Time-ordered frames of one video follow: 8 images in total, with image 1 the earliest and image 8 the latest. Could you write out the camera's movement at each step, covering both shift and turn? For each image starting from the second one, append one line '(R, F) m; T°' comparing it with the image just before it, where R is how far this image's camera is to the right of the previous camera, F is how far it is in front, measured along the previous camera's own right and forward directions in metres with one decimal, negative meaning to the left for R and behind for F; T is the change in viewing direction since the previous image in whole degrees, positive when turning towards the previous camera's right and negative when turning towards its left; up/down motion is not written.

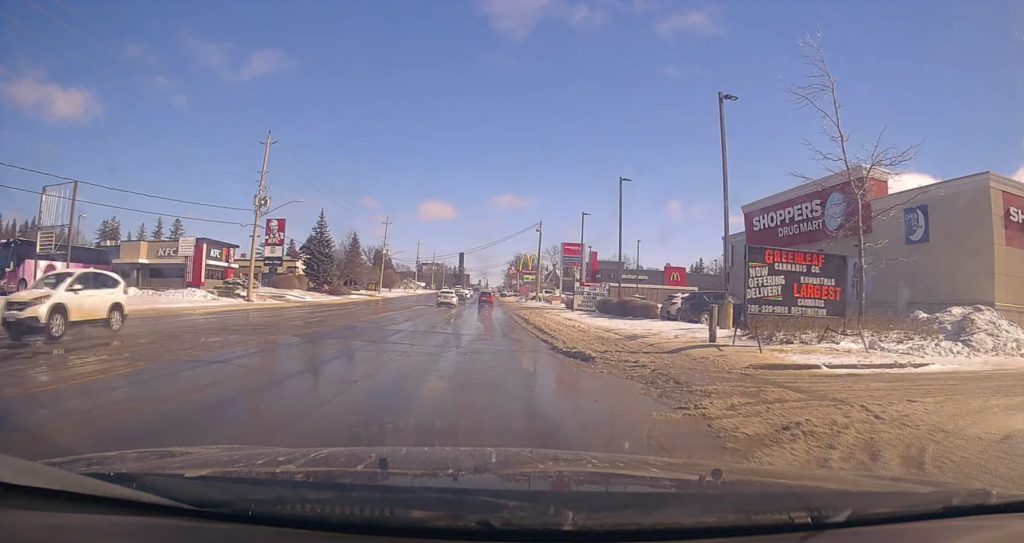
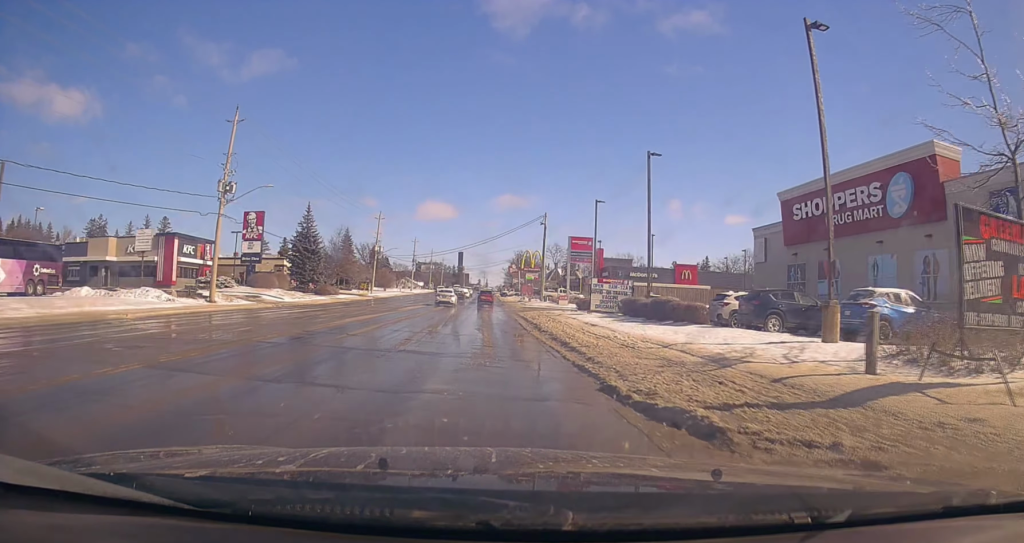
(+0.1, +7.2) m; 0°
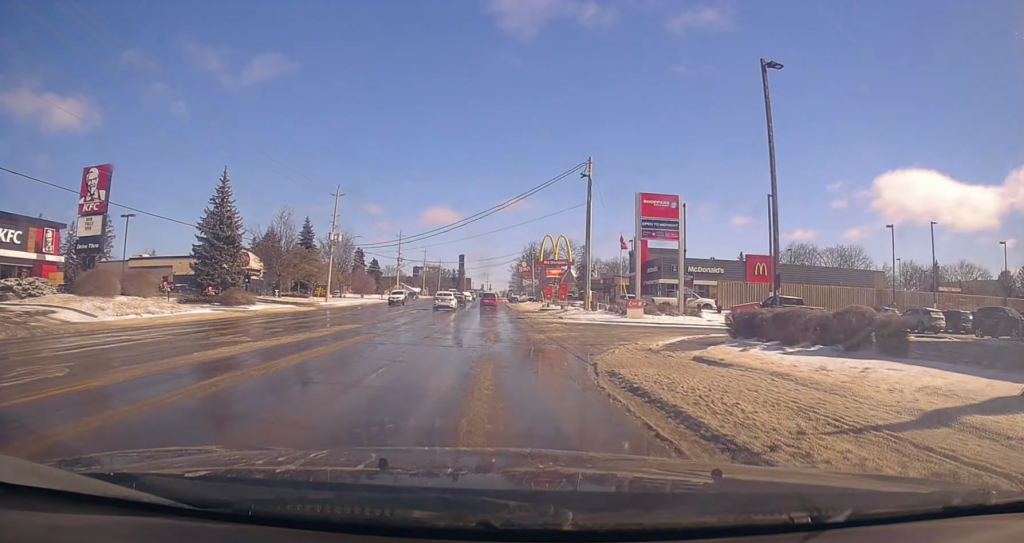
(+0.5, +30.0) m; +2°
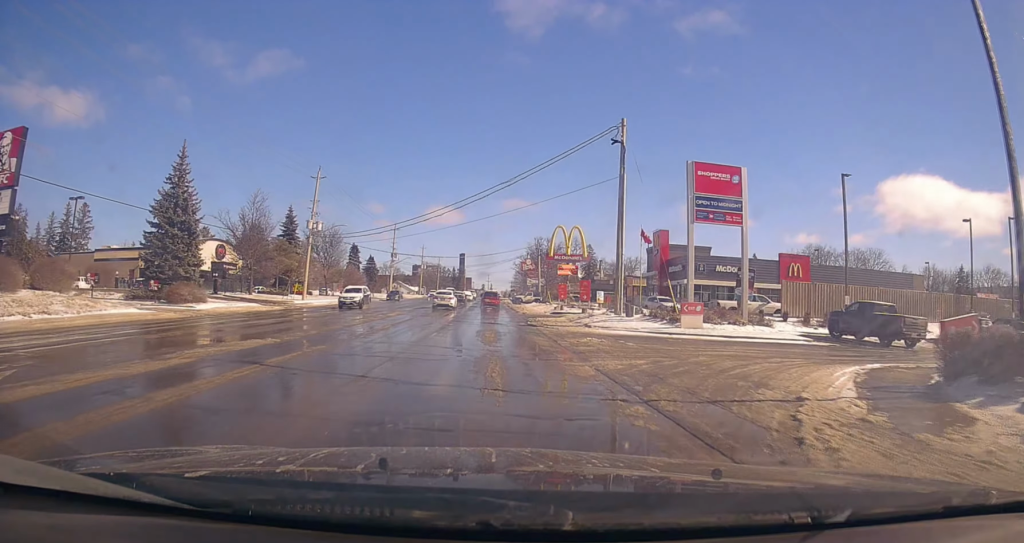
(-0.3, +9.5) m; 0°
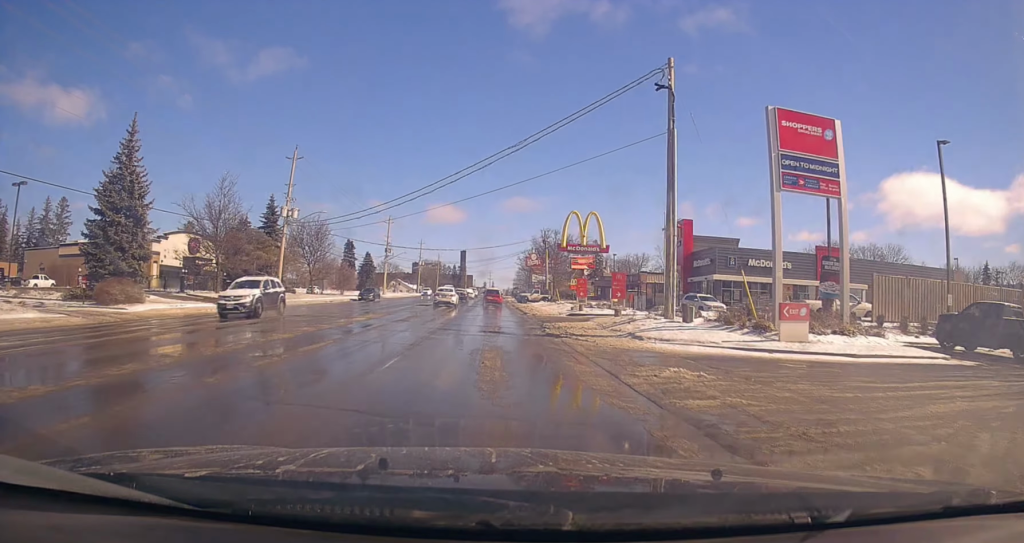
(+0.4, +8.6) m; 0°
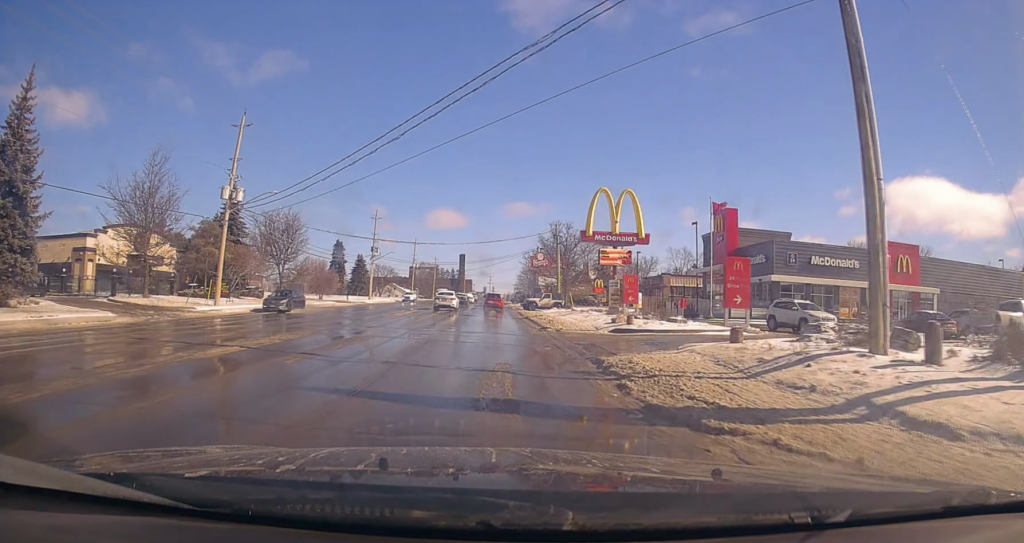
(-0.3, +12.7) m; -1°
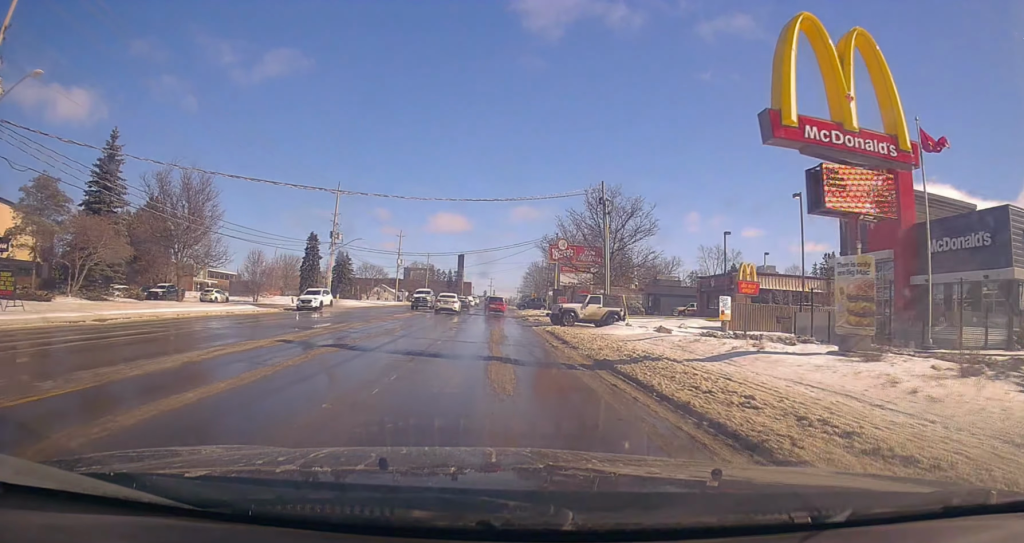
(-0.6, +25.0) m; -1°
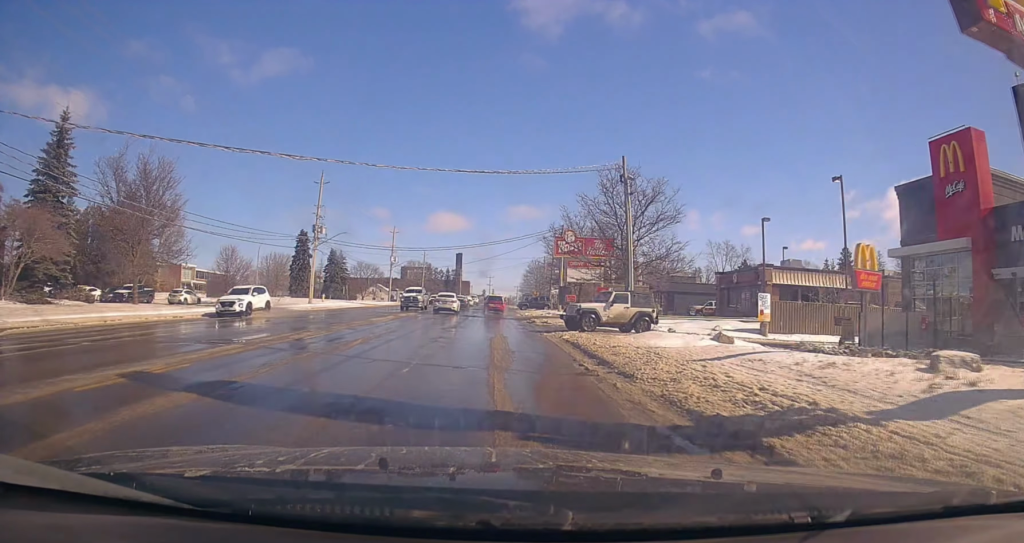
(-0.1, +6.5) m; +1°
